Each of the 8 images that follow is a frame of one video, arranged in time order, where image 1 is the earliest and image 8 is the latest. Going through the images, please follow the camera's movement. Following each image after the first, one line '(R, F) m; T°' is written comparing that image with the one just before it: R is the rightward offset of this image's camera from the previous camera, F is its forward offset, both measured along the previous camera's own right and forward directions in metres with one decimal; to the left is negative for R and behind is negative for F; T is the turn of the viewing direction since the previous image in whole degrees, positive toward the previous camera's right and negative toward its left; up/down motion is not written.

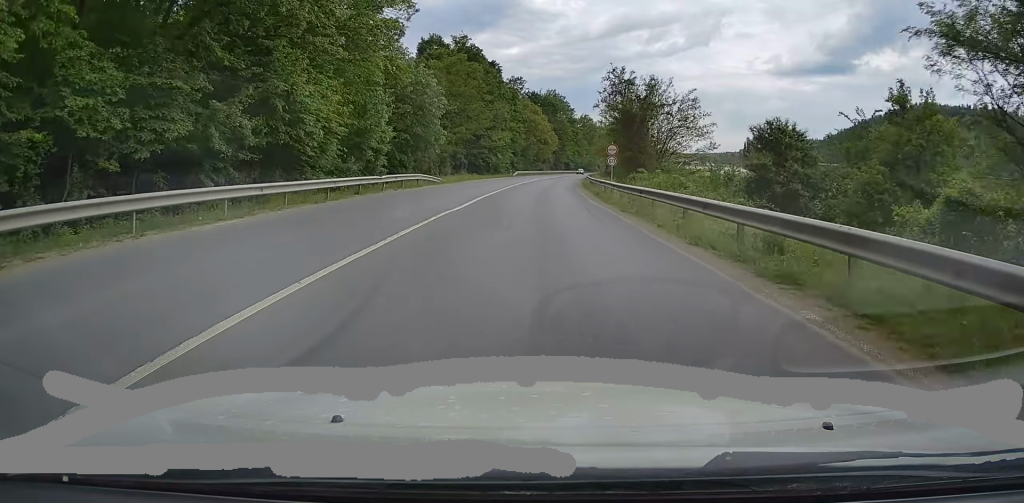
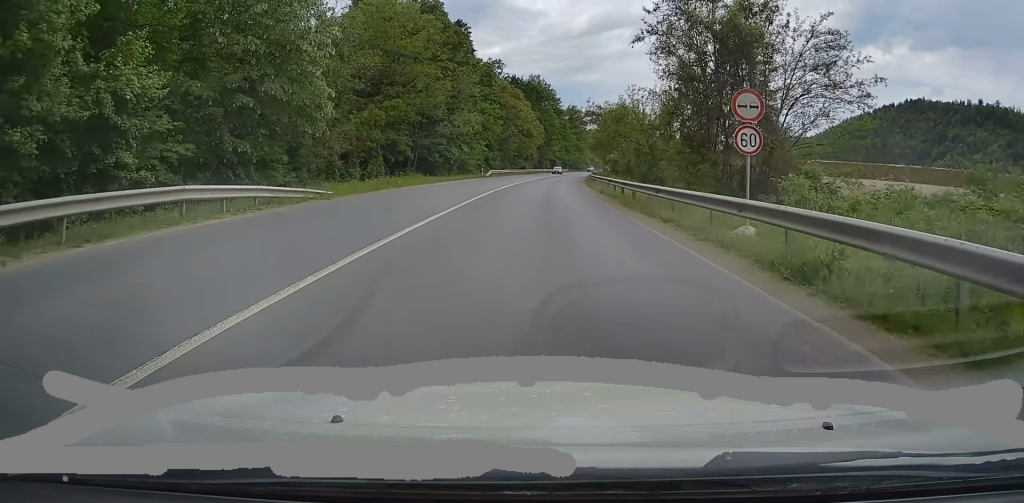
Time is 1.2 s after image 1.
(+0.4, +25.7) m; +3°
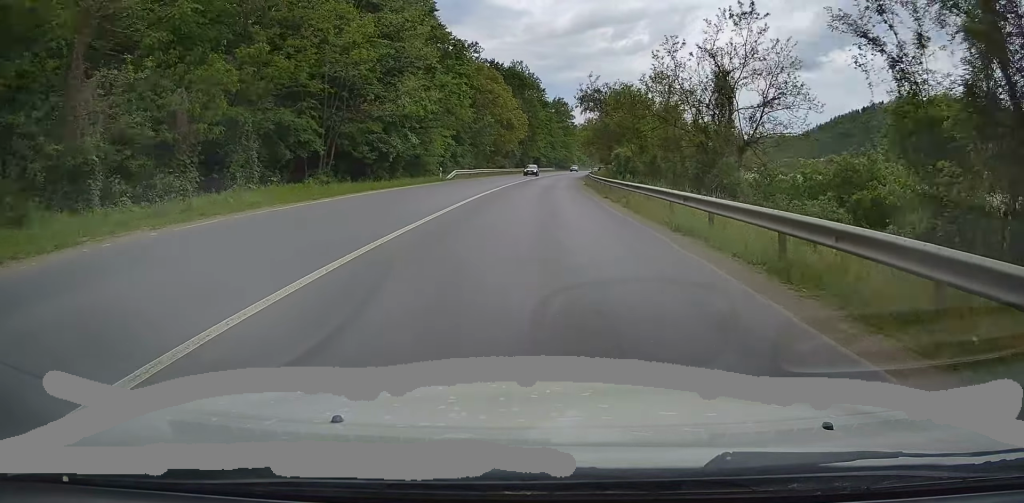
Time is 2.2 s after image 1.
(+0.4, +19.4) m; +2°
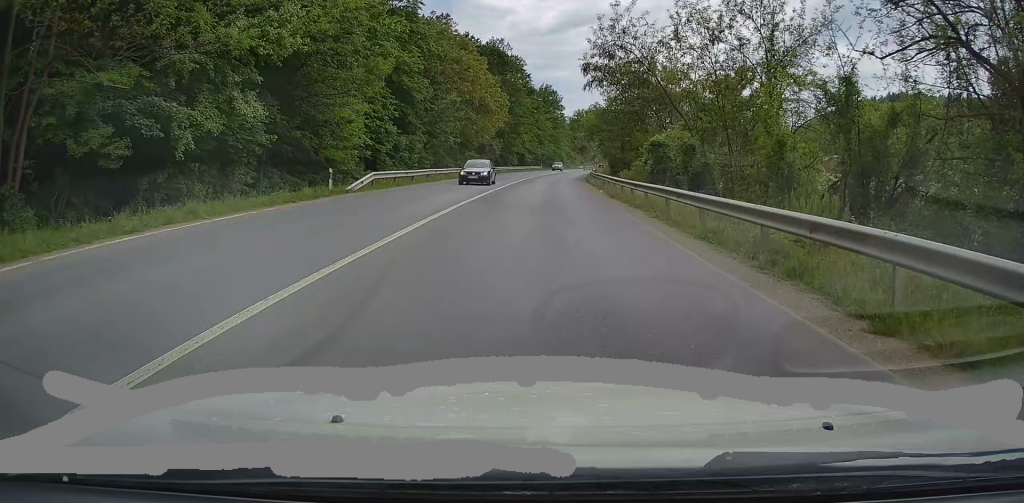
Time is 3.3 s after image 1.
(+0.2, +23.5) m; 0°
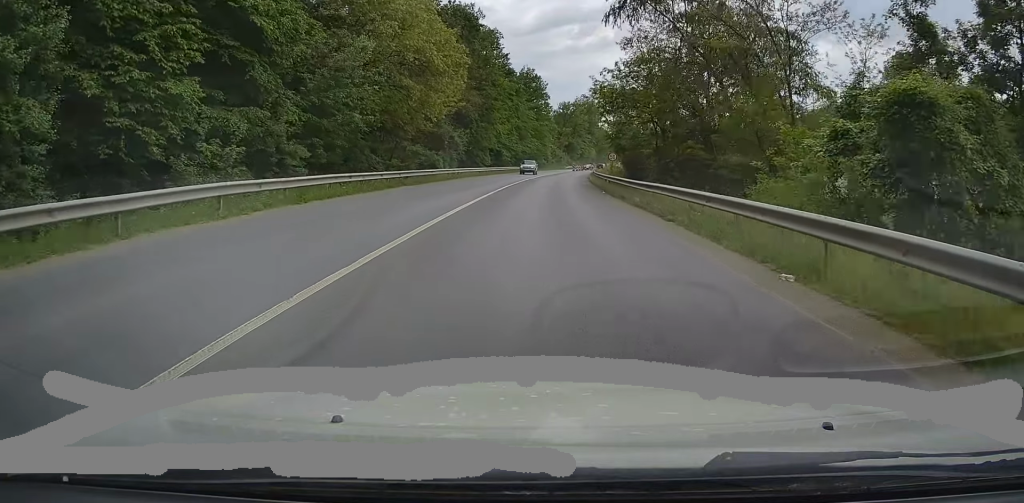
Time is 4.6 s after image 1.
(+0.2, +26.3) m; +2°
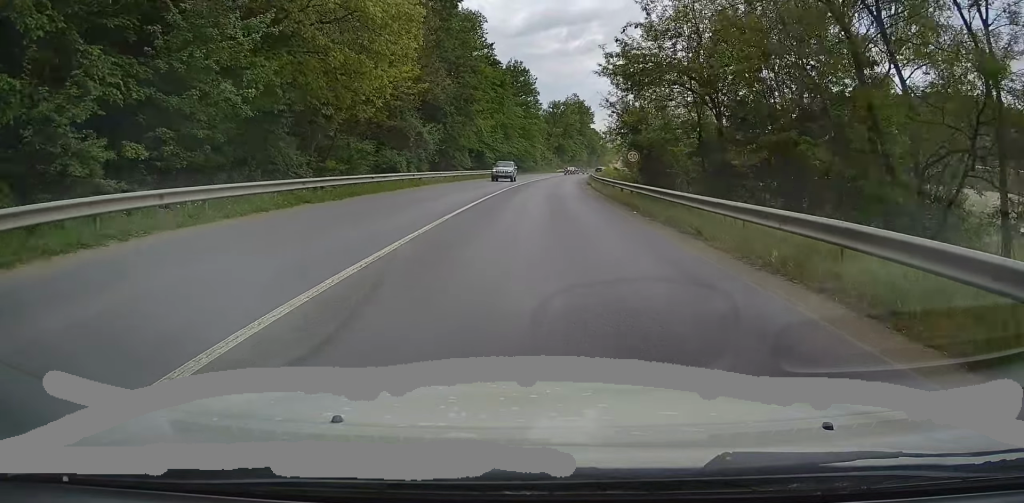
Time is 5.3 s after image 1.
(+0.2, +12.5) m; +1°
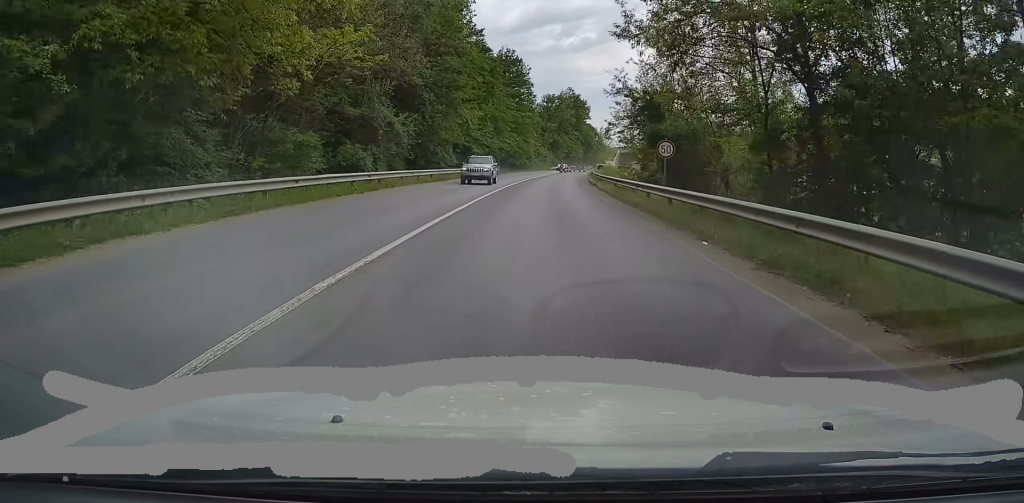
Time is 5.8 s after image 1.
(+0.1, +8.4) m; 0°
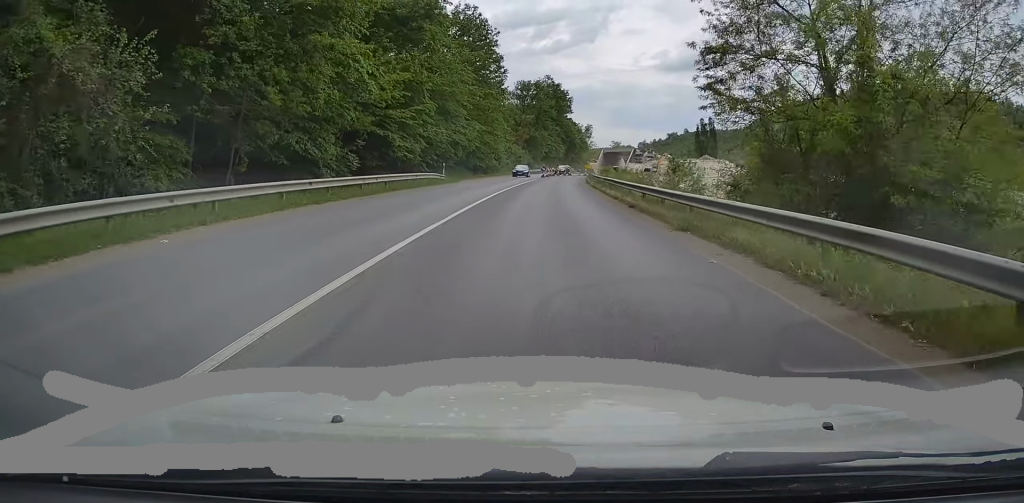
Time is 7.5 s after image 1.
(+0.3, +30.7) m; +3°
